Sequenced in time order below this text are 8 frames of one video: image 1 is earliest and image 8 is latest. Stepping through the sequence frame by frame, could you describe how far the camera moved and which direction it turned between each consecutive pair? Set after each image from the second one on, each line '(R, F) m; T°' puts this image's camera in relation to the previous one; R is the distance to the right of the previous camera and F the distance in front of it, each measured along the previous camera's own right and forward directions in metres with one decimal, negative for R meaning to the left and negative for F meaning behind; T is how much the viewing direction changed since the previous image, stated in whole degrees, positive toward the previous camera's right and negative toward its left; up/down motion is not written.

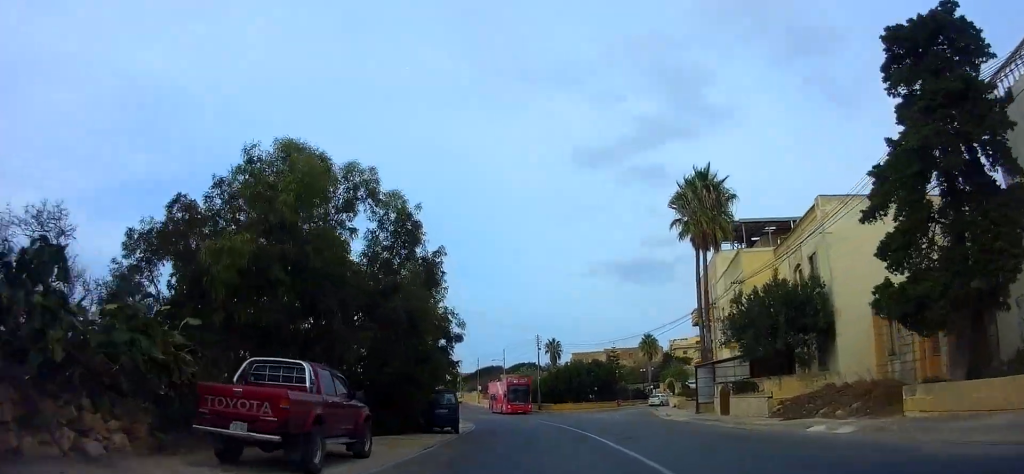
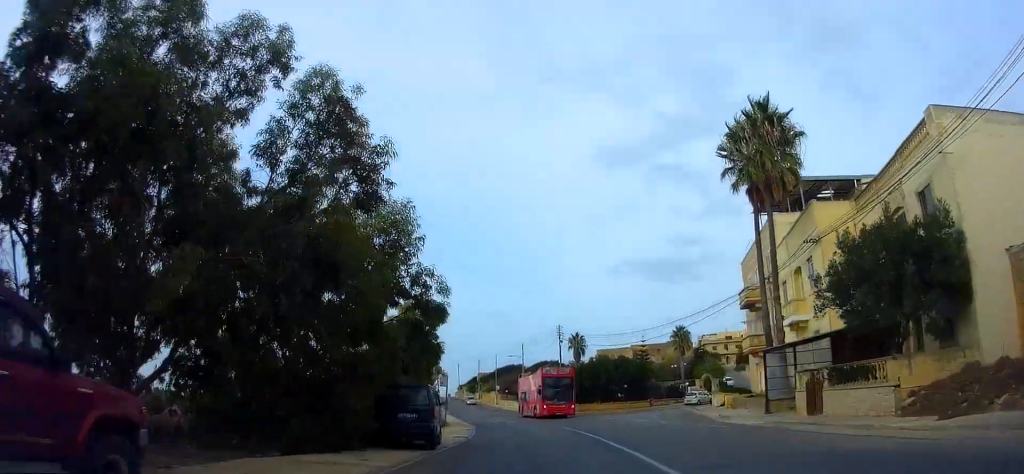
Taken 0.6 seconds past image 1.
(-0.3, +7.7) m; -2°
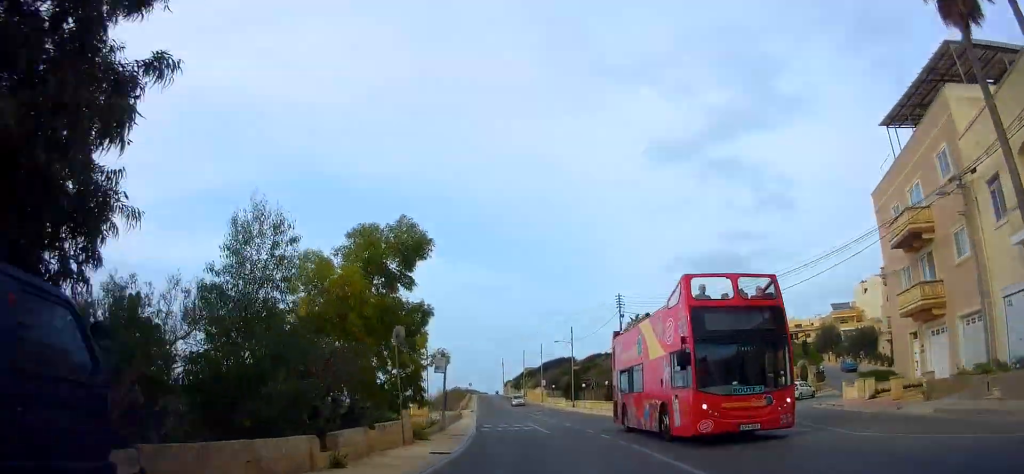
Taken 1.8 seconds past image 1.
(-0.2, +14.8) m; -4°
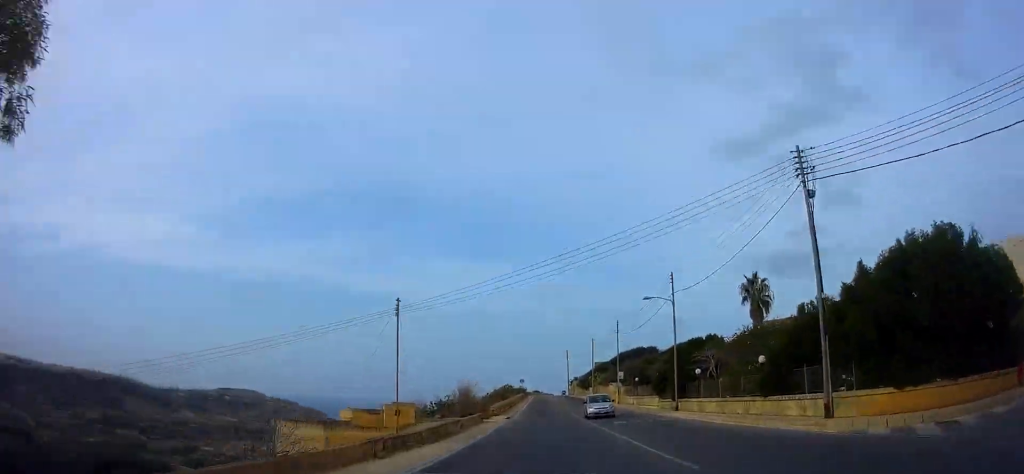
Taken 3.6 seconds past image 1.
(-2.4, +23.4) m; -9°
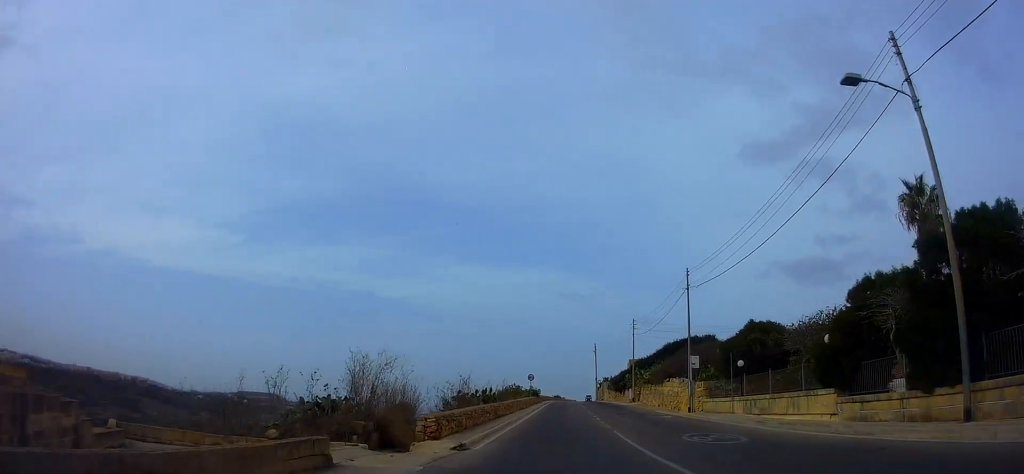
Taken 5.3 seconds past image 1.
(-1.1, +22.9) m; -3°
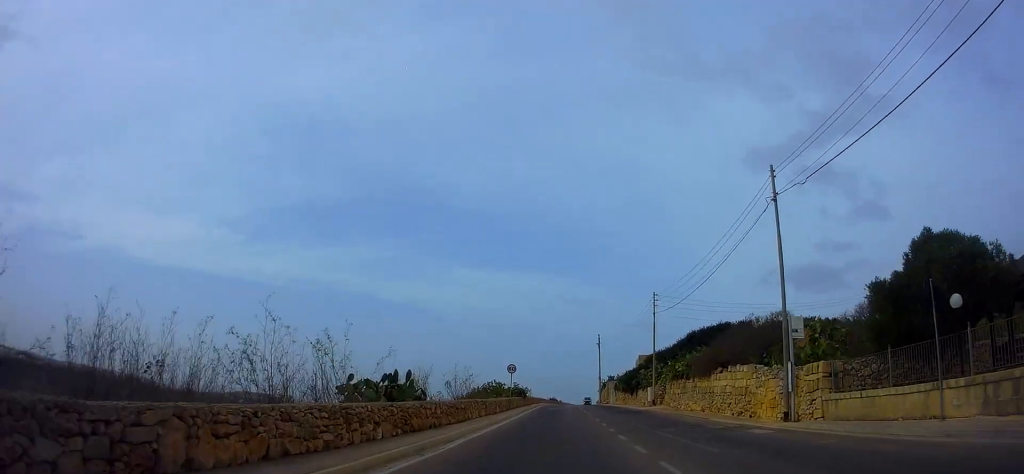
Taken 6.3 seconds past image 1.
(+0.4, +14.8) m; +1°
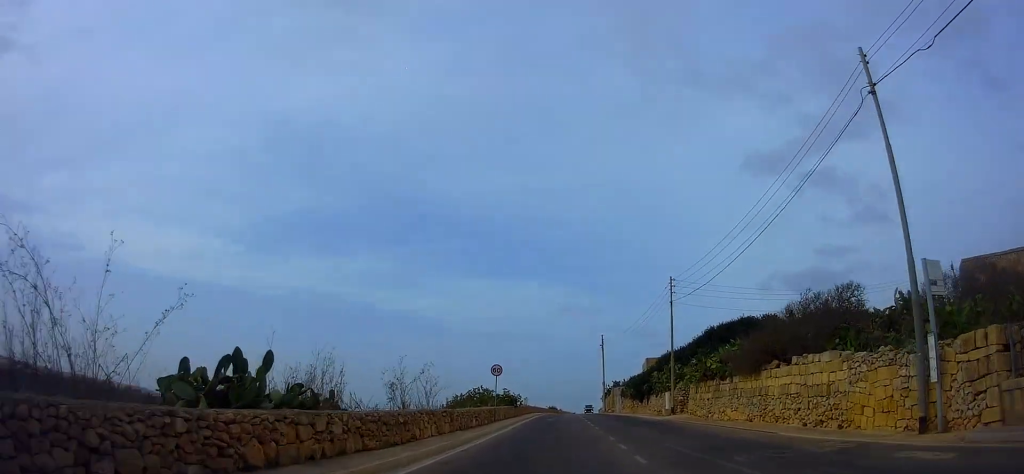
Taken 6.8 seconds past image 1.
(+0.1, +7.3) m; 0°
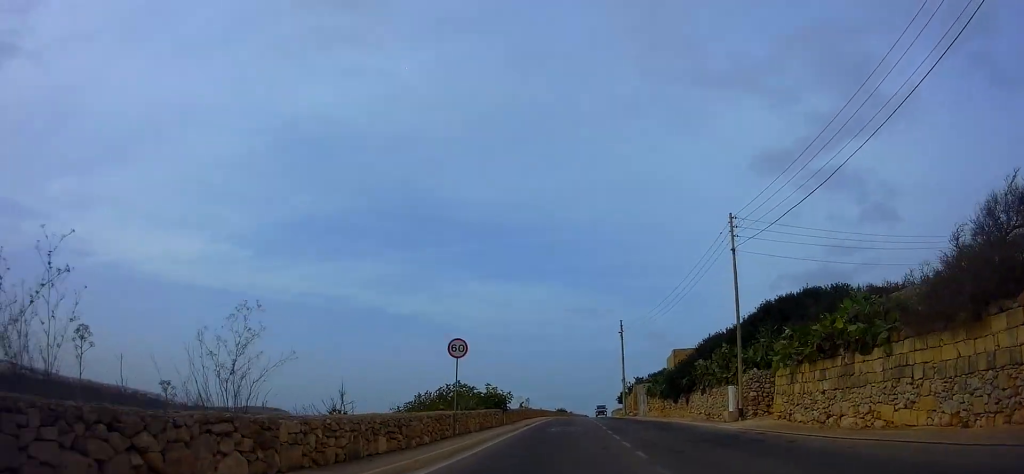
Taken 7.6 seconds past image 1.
(-0.5, +11.9) m; -2°
